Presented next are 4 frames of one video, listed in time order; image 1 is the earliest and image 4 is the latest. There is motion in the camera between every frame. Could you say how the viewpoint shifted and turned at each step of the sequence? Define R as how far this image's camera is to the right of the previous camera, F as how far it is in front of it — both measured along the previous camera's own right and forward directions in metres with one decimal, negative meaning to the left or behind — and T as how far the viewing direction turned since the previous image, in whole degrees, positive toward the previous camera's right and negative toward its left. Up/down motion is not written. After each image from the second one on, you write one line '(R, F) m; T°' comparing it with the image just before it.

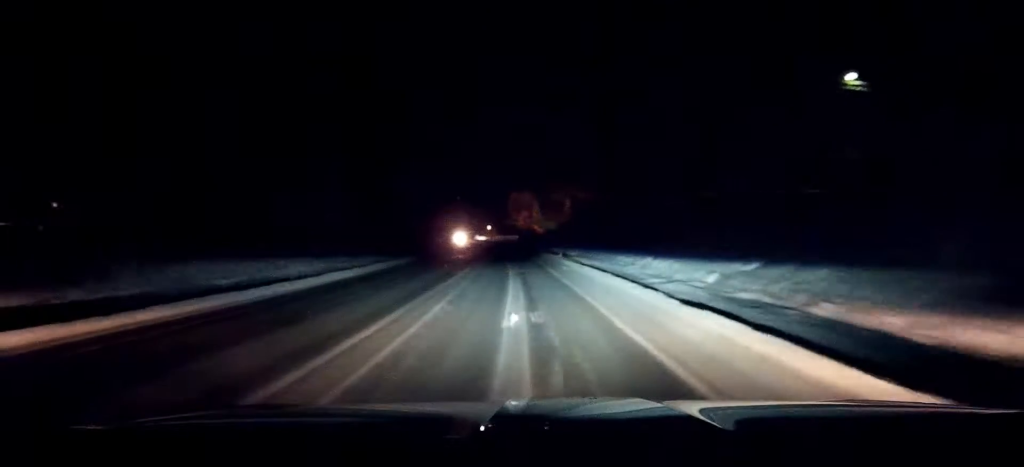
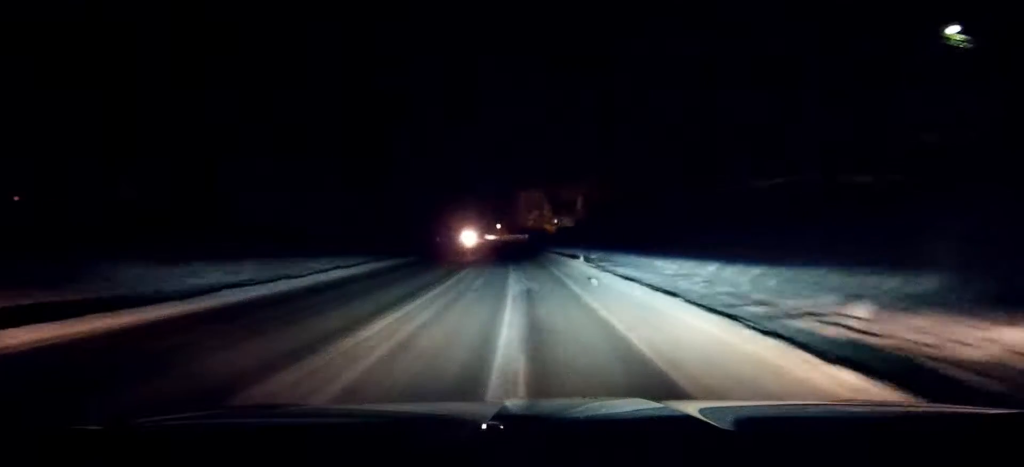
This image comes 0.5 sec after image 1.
(+0.1, +9.1) m; 0°
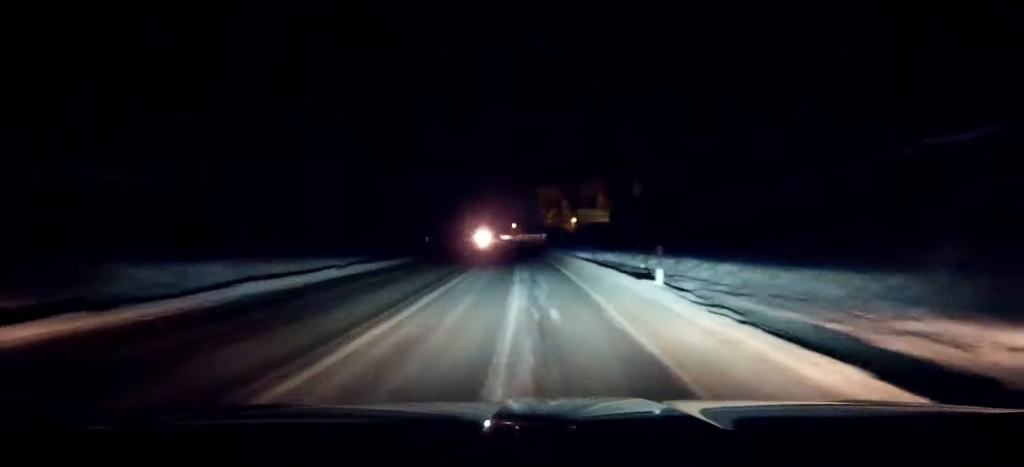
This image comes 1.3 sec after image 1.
(-0.3, +15.4) m; -1°
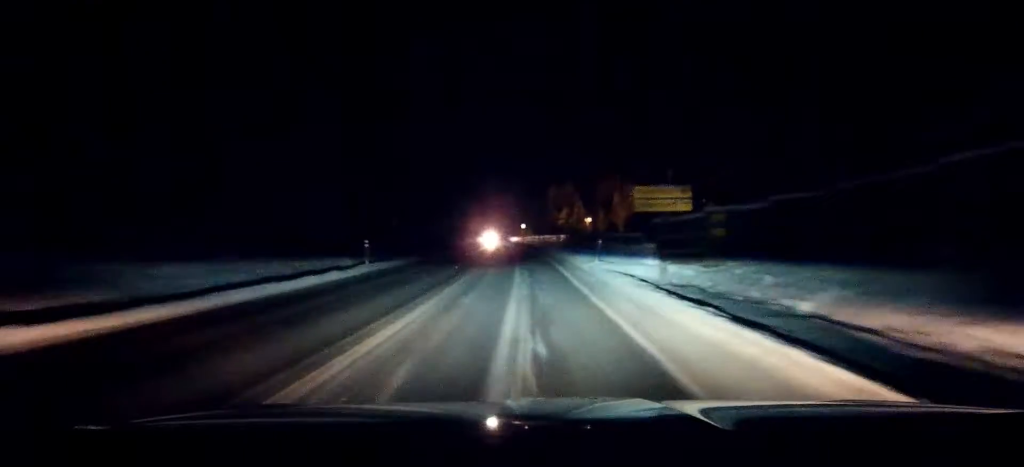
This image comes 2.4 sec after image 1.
(-0.3, +19.2) m; -2°
